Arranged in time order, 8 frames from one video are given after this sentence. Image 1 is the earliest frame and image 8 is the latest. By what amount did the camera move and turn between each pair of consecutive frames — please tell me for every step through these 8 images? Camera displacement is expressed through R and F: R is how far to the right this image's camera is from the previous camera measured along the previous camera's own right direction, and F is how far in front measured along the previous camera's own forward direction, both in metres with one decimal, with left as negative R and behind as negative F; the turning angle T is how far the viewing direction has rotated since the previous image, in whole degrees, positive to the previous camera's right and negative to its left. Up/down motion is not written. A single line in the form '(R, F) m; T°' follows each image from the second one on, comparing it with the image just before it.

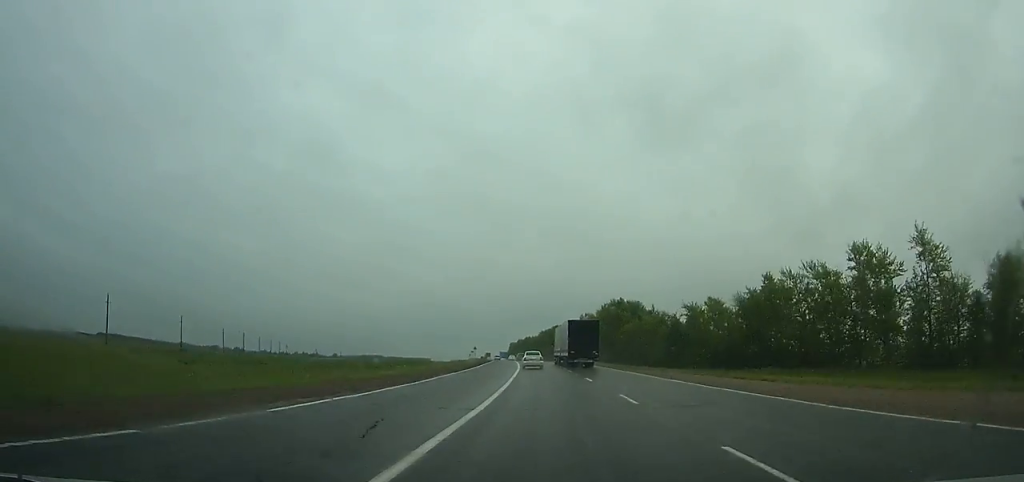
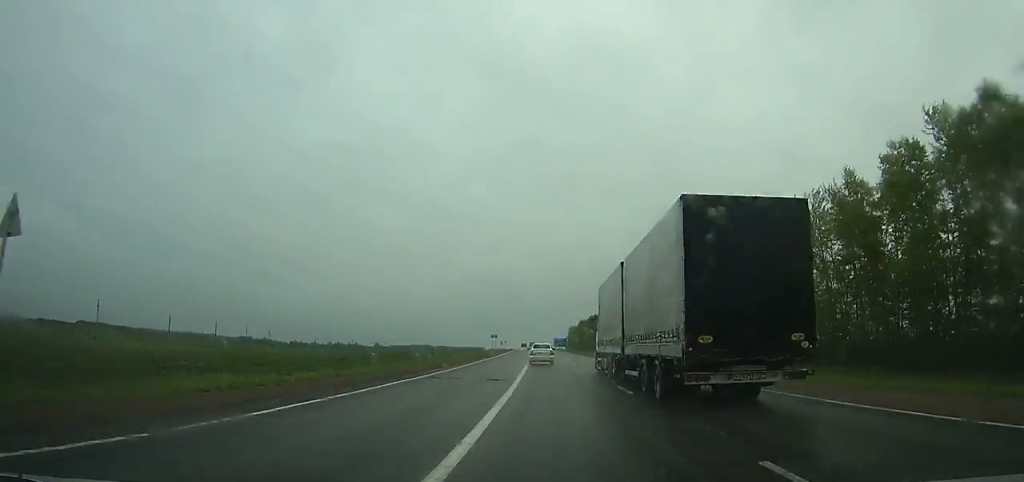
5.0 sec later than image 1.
(-6.4, +117.9) m; -5°
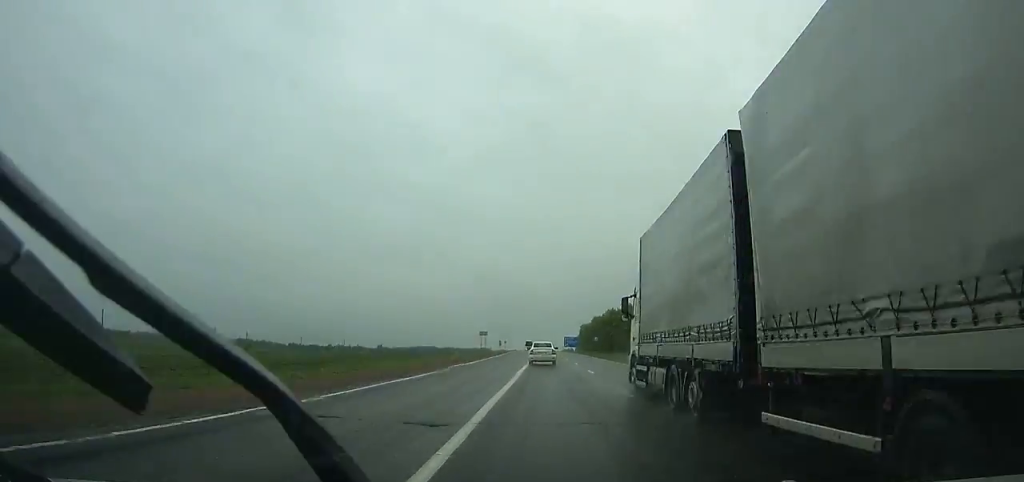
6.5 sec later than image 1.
(-0.5, +35.5) m; -1°
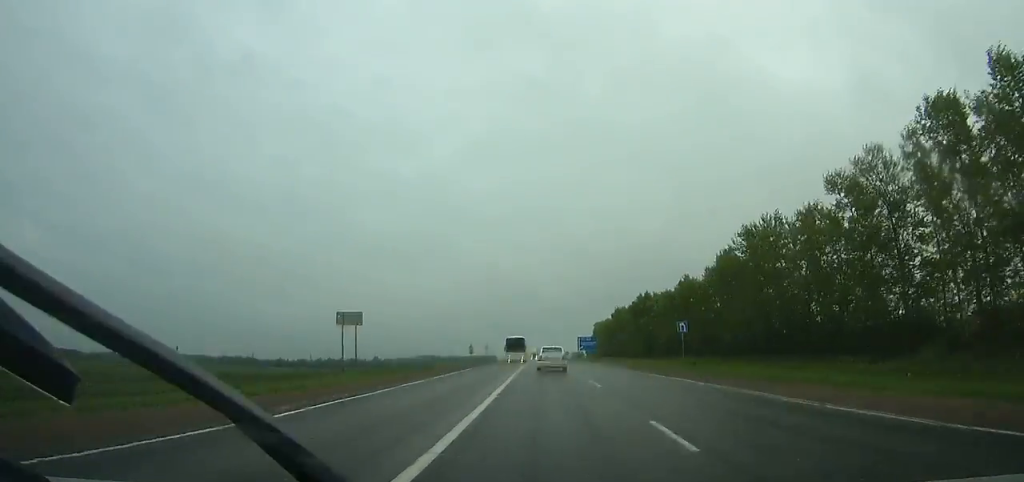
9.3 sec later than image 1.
(-0.8, +65.6) m; -1°
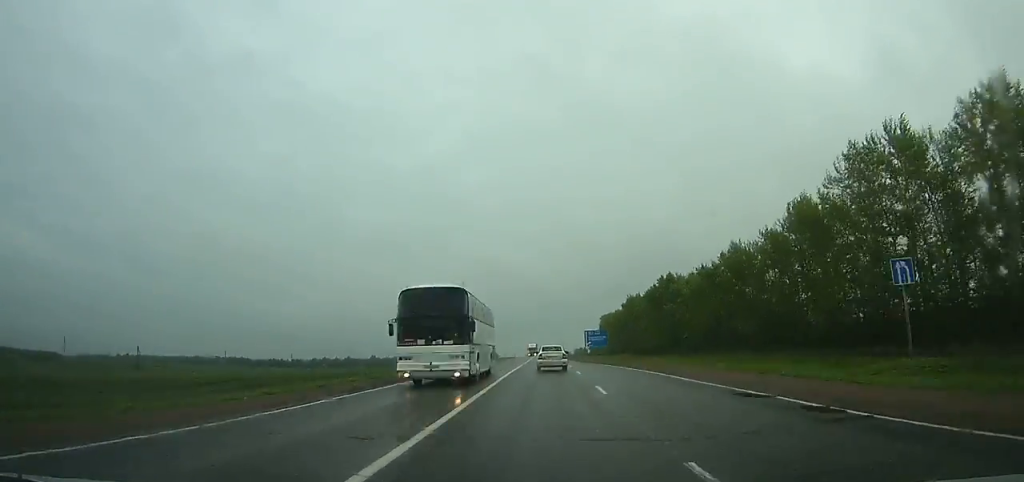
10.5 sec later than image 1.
(-0.1, +27.7) m; 0°
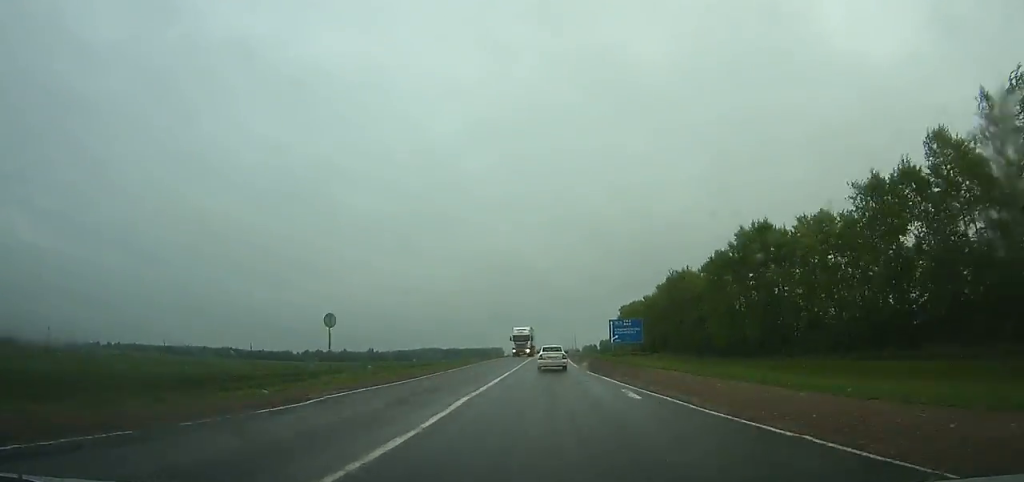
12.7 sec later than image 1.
(-0.3, +50.0) m; 0°
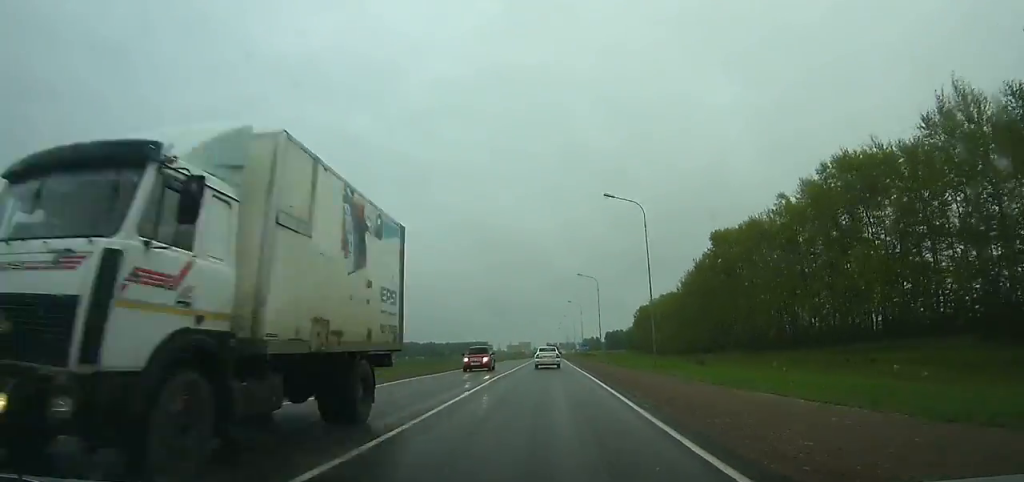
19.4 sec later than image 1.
(-0.1, +146.8) m; 0°
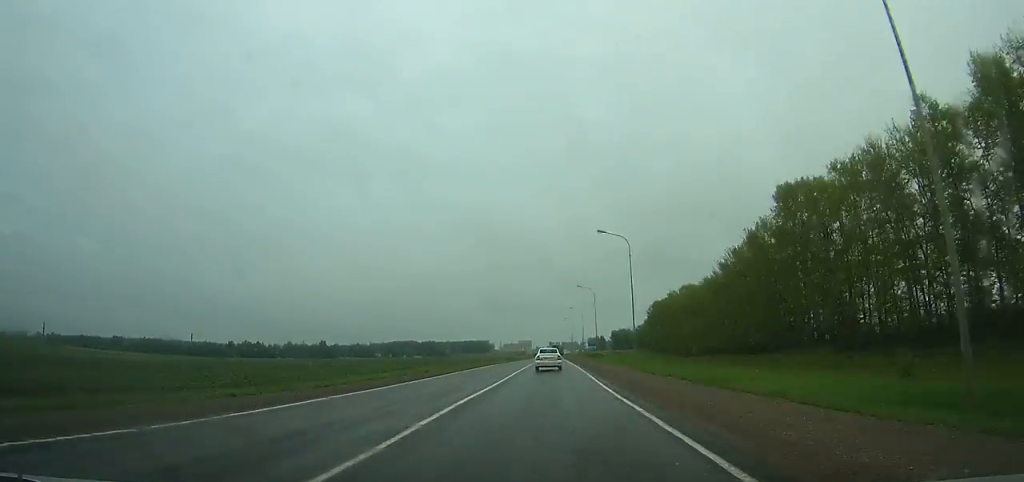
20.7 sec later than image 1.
(+0.1, +27.5) m; 0°
